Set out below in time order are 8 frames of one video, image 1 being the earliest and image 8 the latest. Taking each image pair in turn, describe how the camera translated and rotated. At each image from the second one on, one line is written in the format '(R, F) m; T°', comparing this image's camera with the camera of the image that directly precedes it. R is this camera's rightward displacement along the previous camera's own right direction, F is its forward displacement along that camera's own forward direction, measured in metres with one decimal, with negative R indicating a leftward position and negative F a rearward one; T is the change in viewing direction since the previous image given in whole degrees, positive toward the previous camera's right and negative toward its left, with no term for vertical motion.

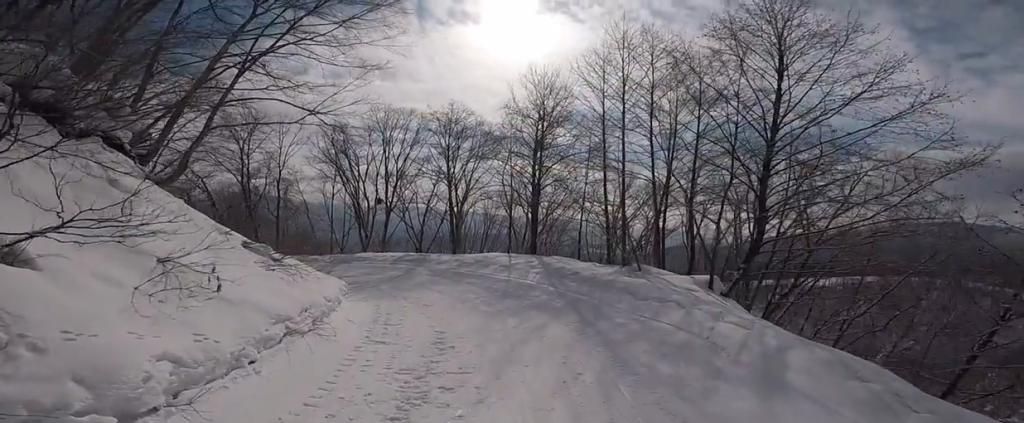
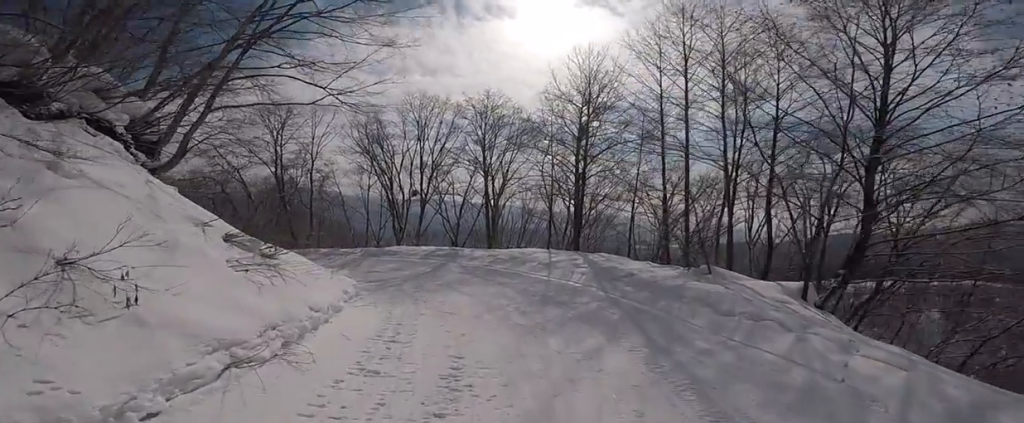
(+0.3, +2.1) m; 0°
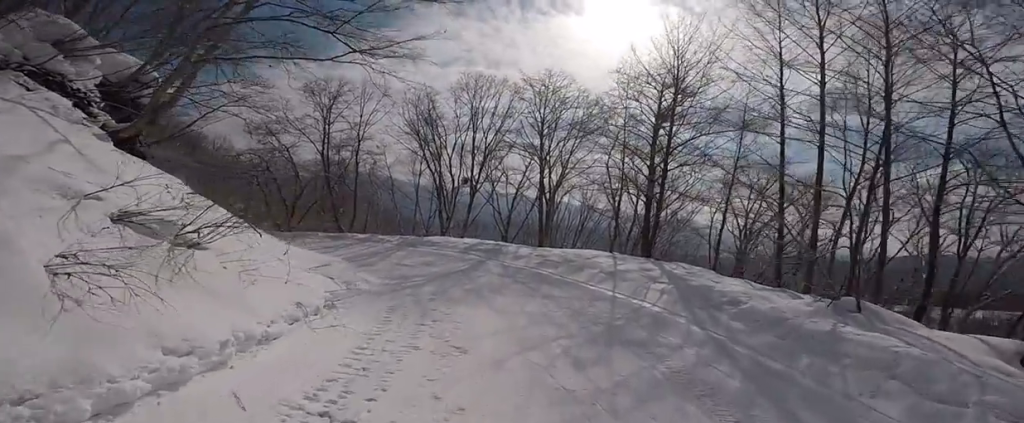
(+0.1, +3.2) m; -4°
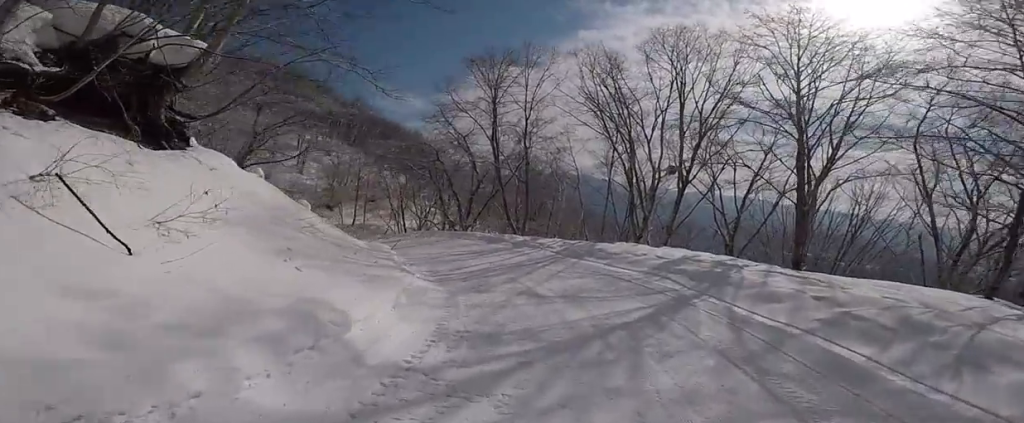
(-1.8, +7.2) m; -17°
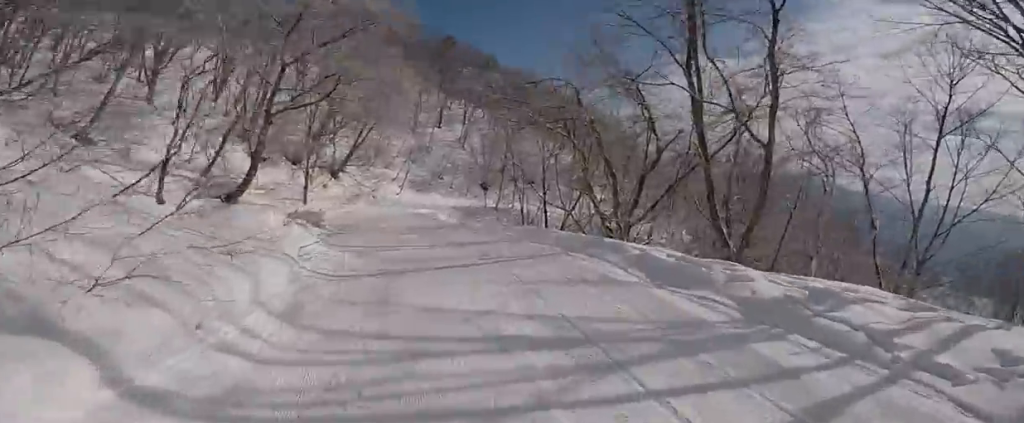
(-3.6, +10.7) m; -44°
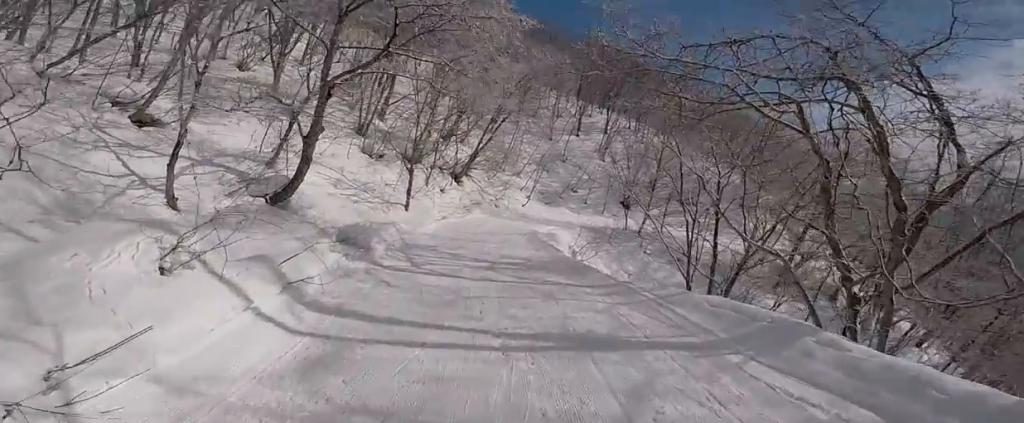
(-1.1, +6.4) m; -13°
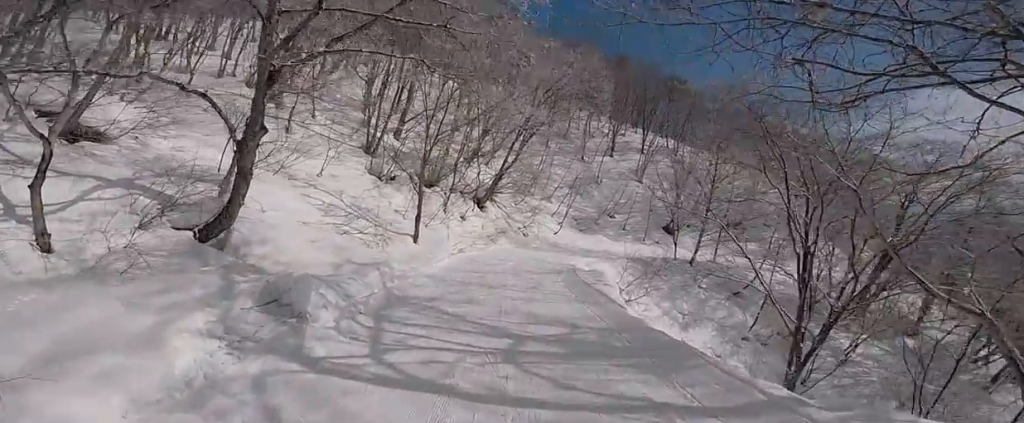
(-0.2, +4.5) m; -5°
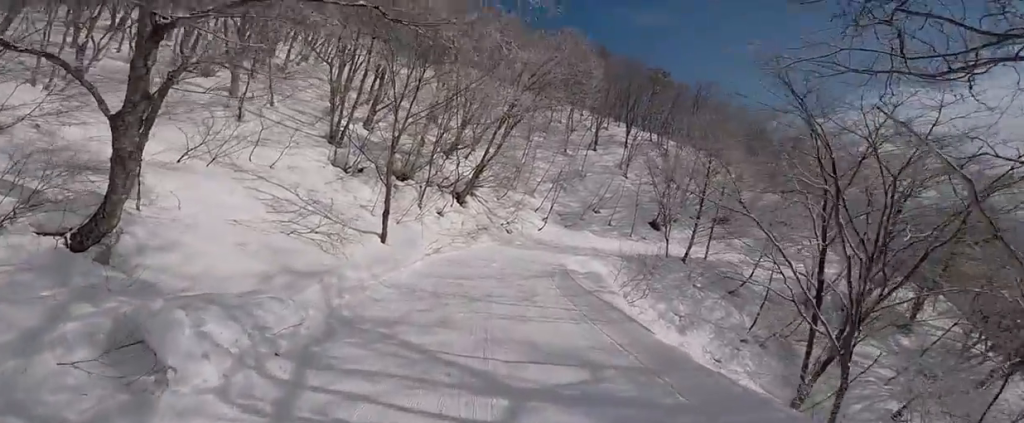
(+0.6, +2.2) m; -5°
